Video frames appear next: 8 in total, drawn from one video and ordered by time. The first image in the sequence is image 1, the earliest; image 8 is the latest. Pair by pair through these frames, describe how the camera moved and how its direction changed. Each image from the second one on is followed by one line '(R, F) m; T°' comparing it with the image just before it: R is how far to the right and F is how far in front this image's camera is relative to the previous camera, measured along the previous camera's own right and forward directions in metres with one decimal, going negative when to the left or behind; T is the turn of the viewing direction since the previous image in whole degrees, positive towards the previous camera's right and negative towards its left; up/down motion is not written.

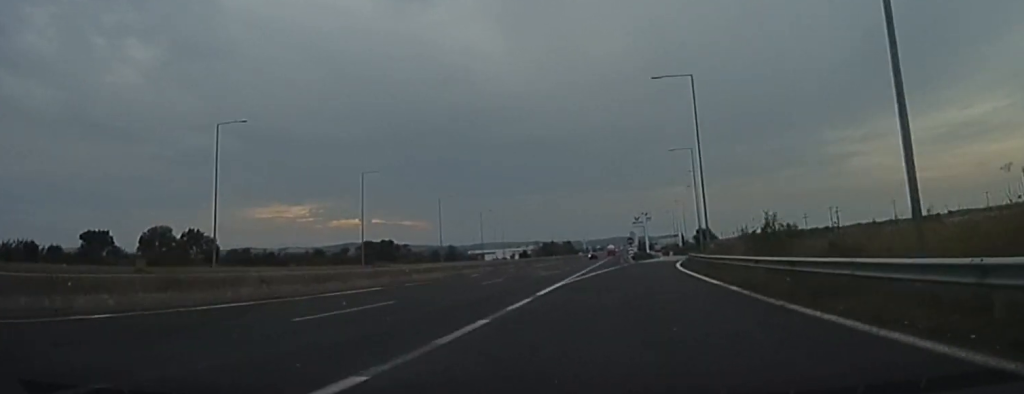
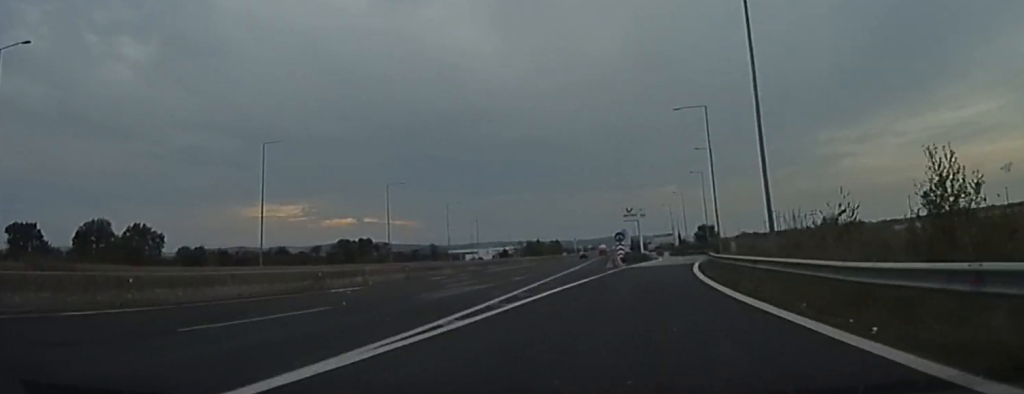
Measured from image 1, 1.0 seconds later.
(+0.1, +18.3) m; +1°
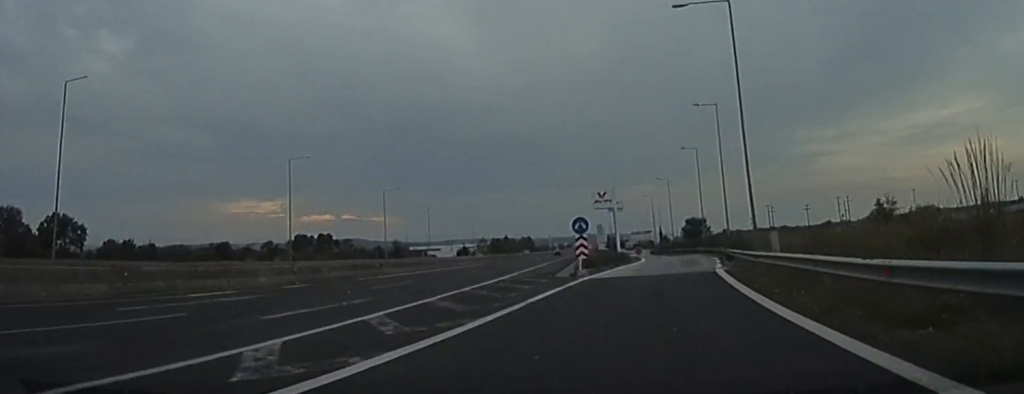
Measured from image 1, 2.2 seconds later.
(-0.1, +20.9) m; +1°
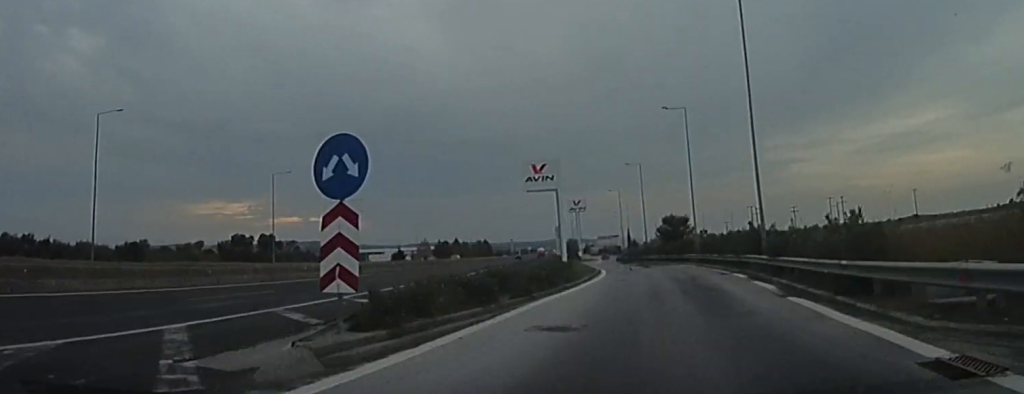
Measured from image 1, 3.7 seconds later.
(+0.5, +24.1) m; +2°
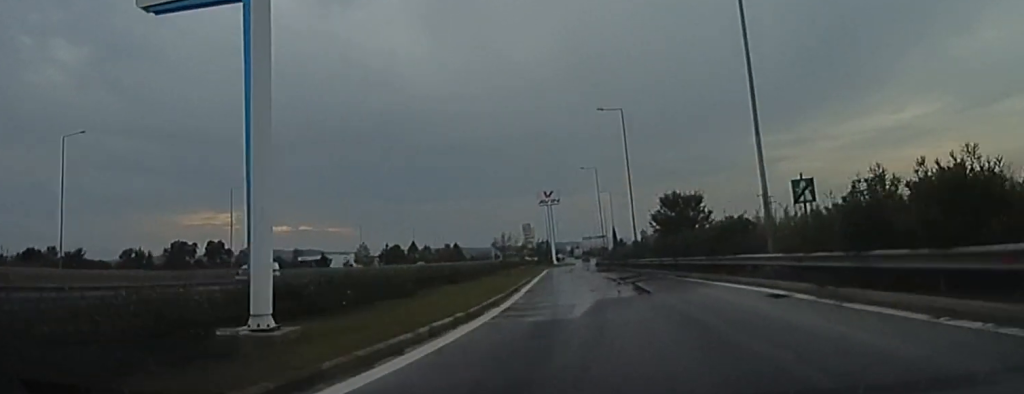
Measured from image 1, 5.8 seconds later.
(+0.6, +33.5) m; +1°
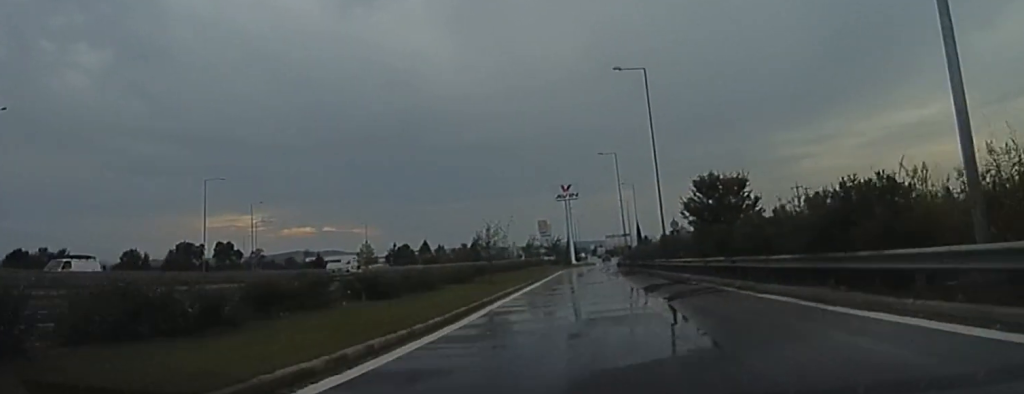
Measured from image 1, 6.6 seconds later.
(+0.1, +11.2) m; -1°
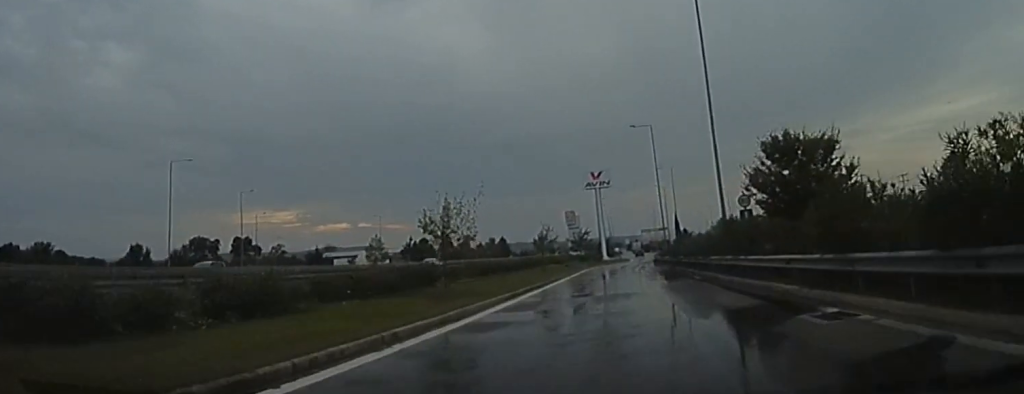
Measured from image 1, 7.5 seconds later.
(-0.1, +12.8) m; -2°
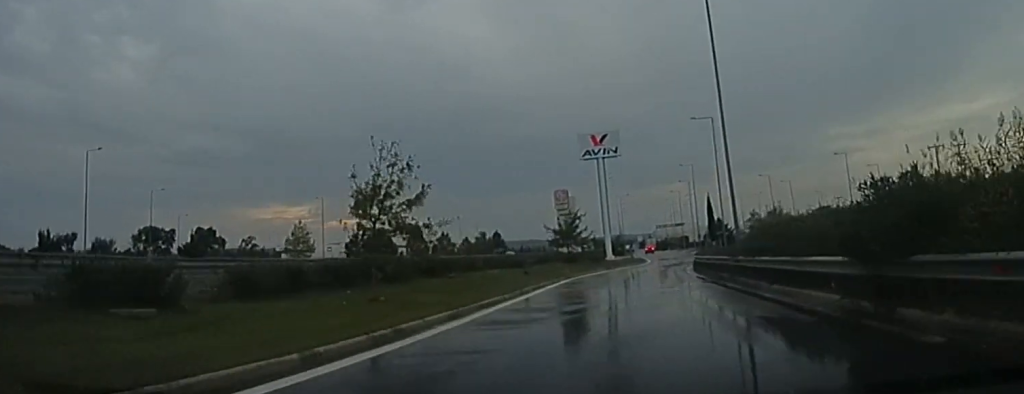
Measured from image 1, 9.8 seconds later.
(-1.6, +32.7) m; -2°
